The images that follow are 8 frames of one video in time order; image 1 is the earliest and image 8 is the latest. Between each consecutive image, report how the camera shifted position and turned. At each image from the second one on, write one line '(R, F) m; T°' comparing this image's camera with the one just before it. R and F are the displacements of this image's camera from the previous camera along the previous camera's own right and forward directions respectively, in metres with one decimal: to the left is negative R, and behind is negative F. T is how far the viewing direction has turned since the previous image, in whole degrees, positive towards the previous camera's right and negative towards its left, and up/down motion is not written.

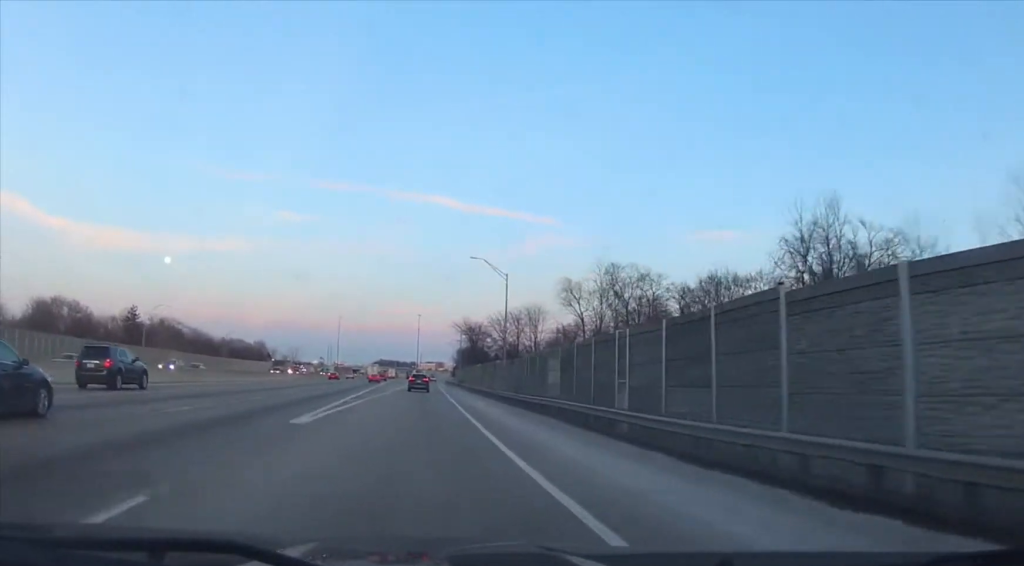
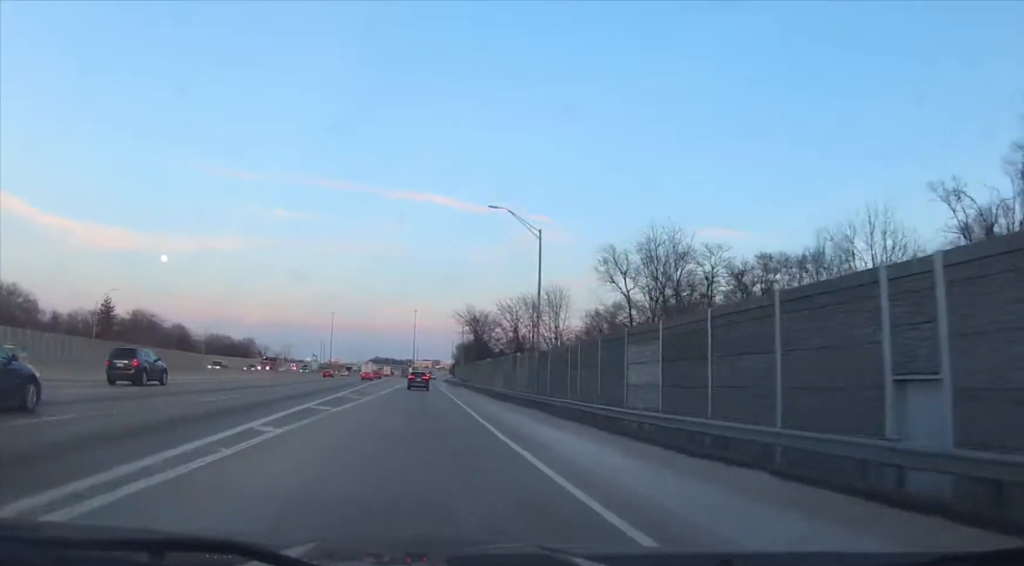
(+0.4, +18.7) m; +2°
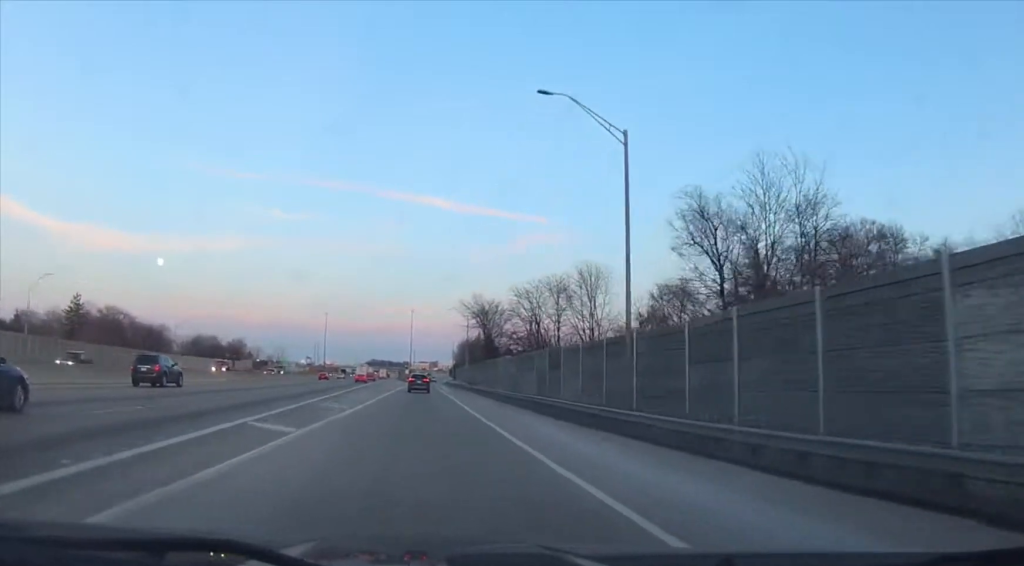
(+0.3, +19.5) m; 0°
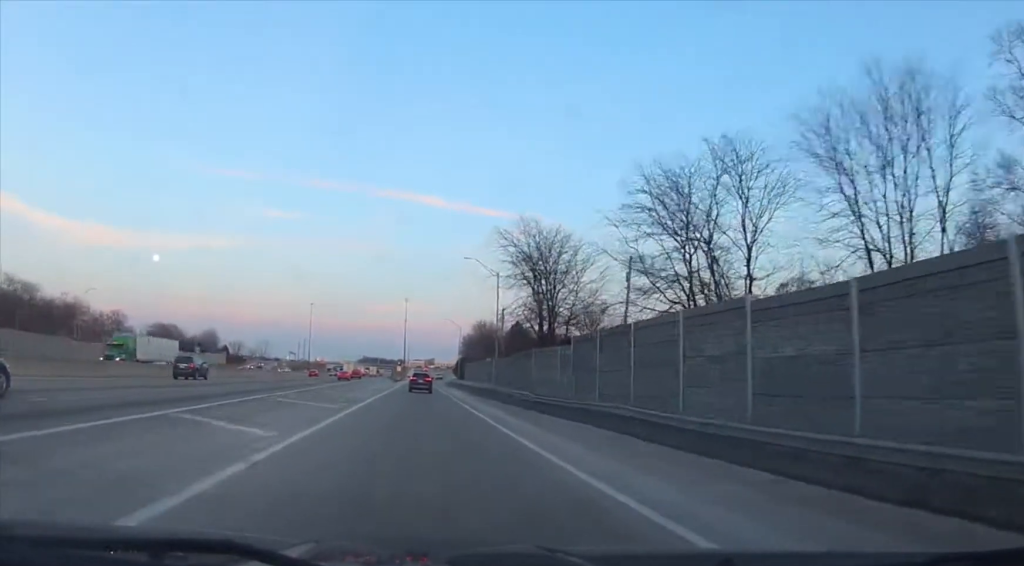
(-0.6, +48.5) m; -1°
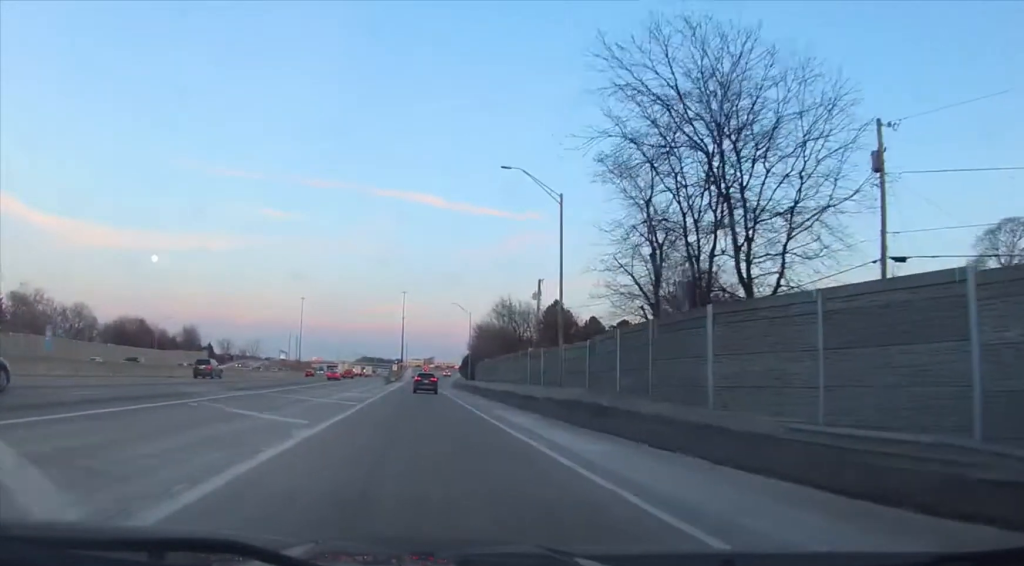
(0.0, +32.4) m; -1°
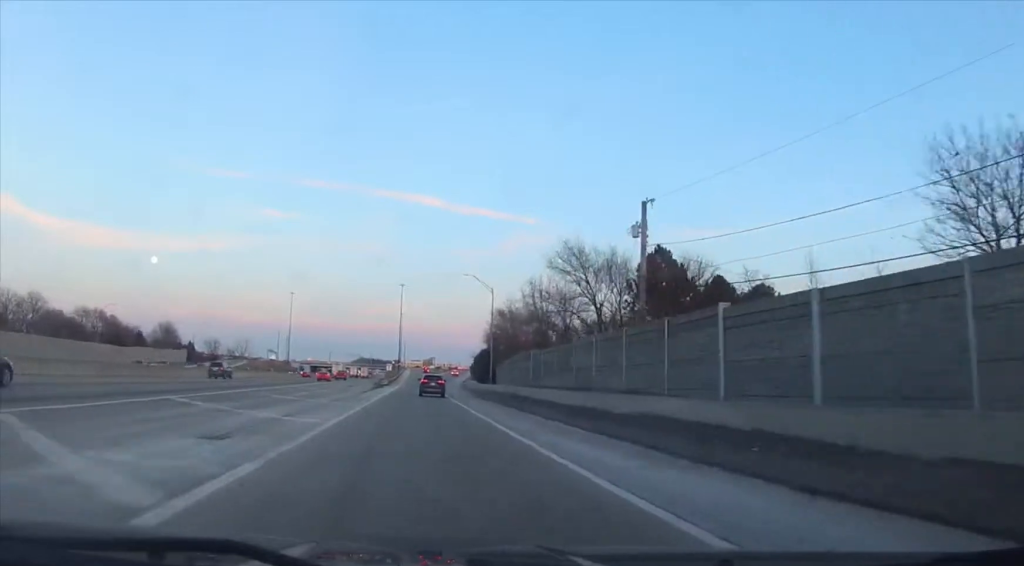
(-0.7, +33.5) m; -2°
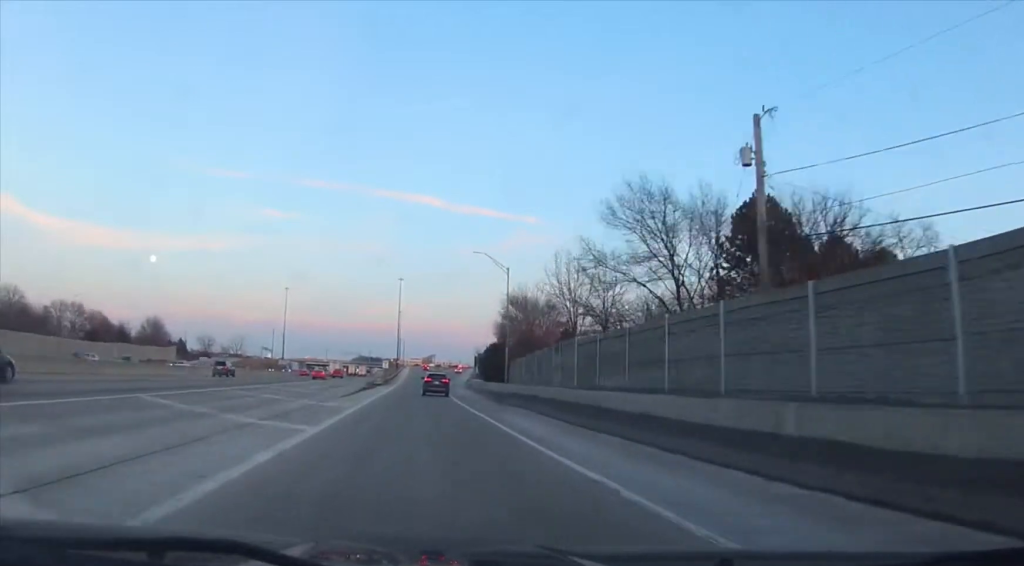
(+0.1, +14.1) m; -1°
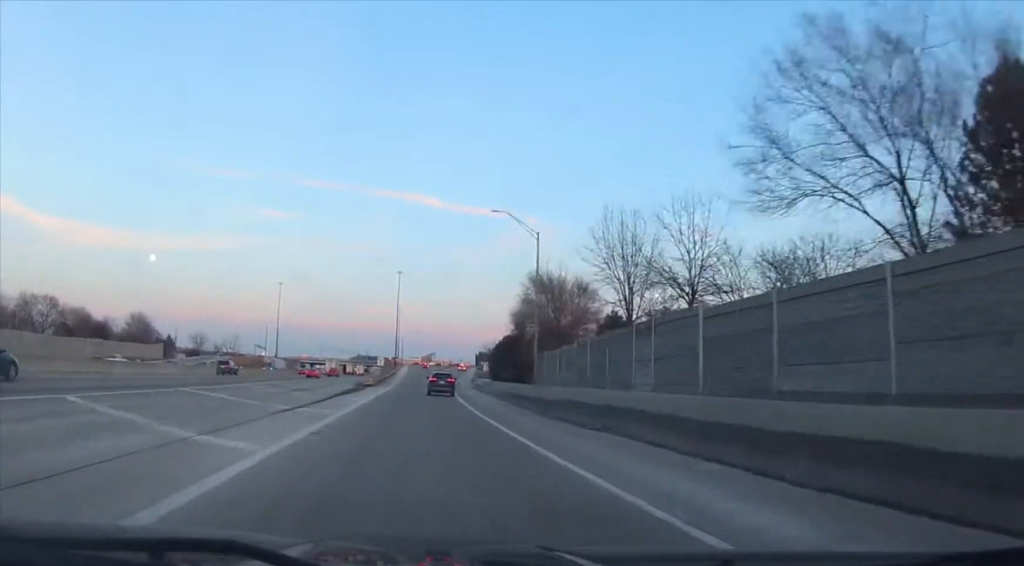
(-0.3, +16.4) m; 0°
